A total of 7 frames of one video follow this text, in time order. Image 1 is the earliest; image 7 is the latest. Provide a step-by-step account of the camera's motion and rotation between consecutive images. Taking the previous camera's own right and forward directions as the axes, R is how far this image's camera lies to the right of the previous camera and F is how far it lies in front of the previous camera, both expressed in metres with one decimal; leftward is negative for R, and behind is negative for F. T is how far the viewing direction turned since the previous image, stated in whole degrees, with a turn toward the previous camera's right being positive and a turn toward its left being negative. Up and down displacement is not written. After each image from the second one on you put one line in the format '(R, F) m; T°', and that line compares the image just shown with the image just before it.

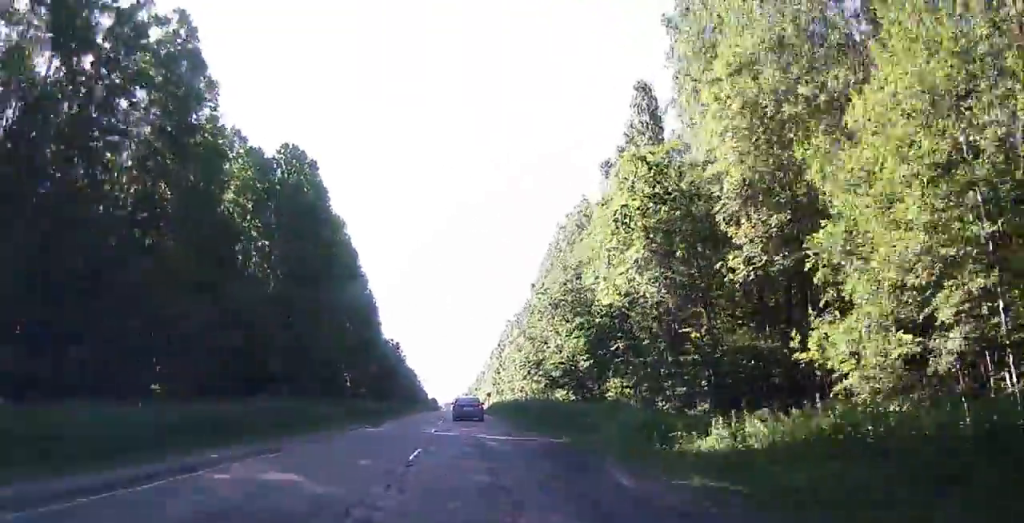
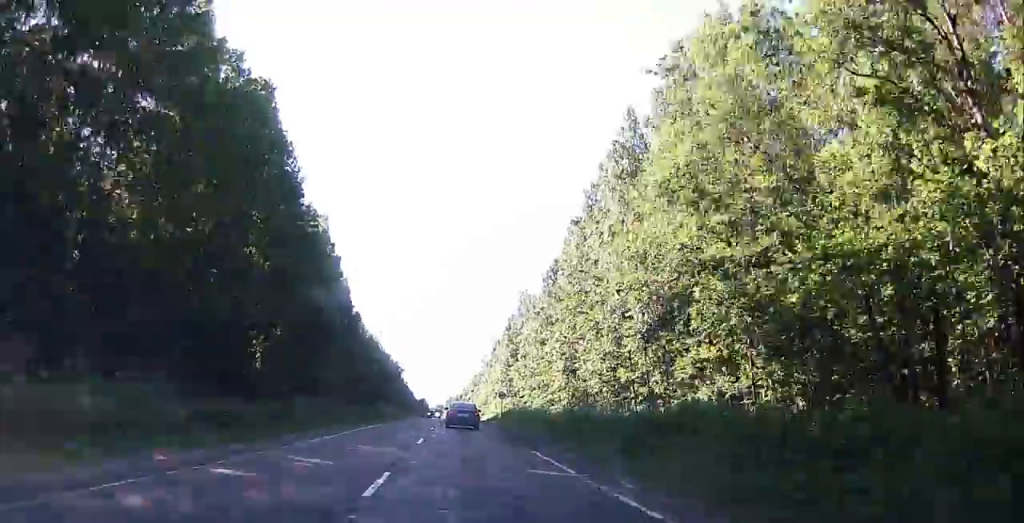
(-0.5, +41.1) m; -1°
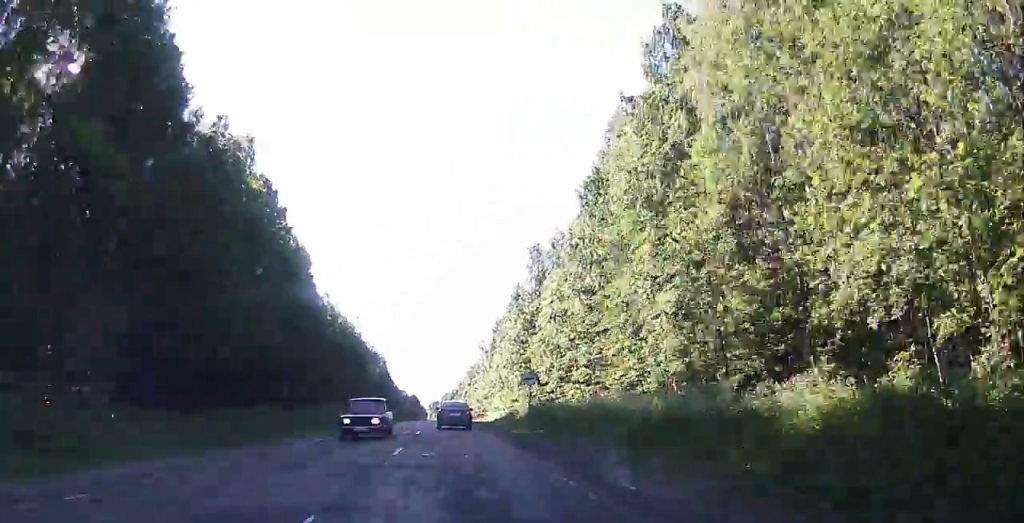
(0.0, +30.8) m; 0°
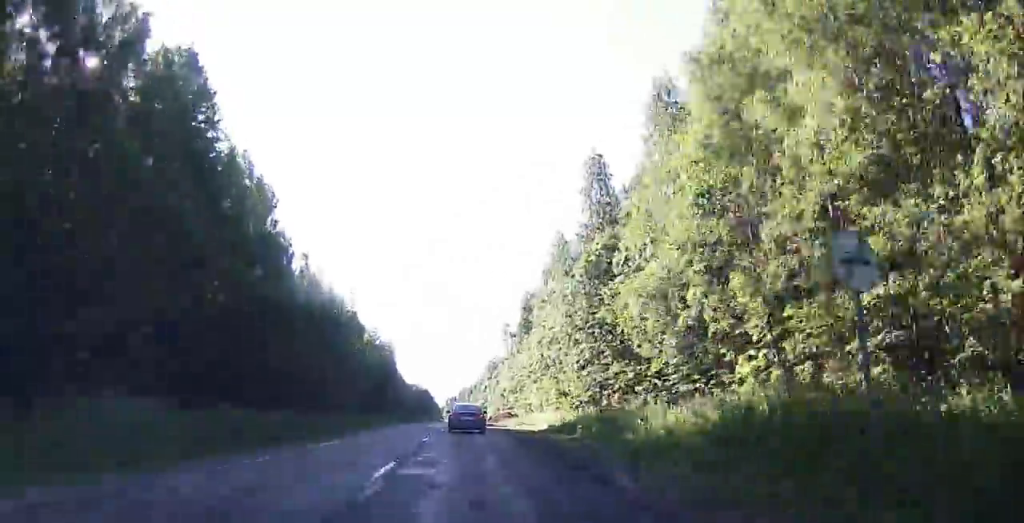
(+0.1, +30.3) m; 0°
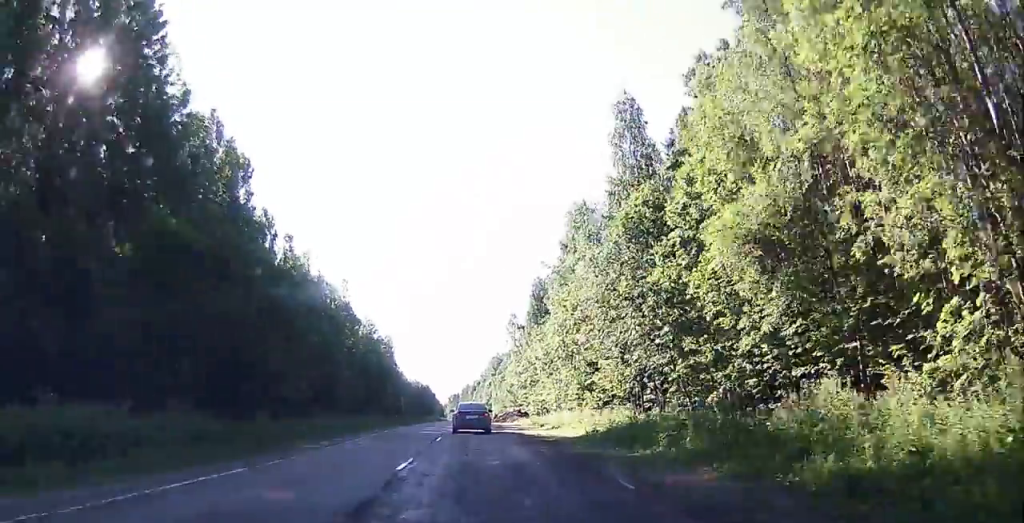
(0.0, +10.6) m; 0°
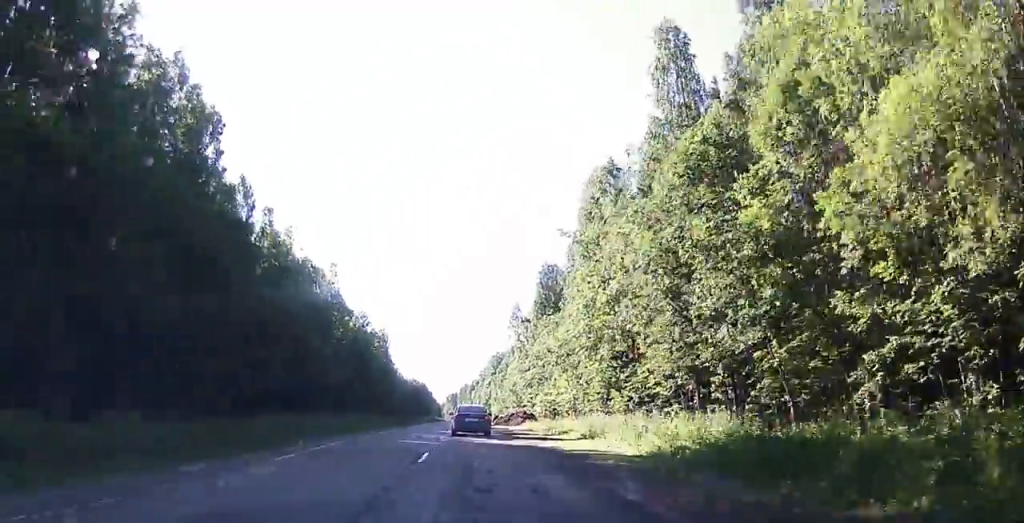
(0.0, +9.8) m; 0°
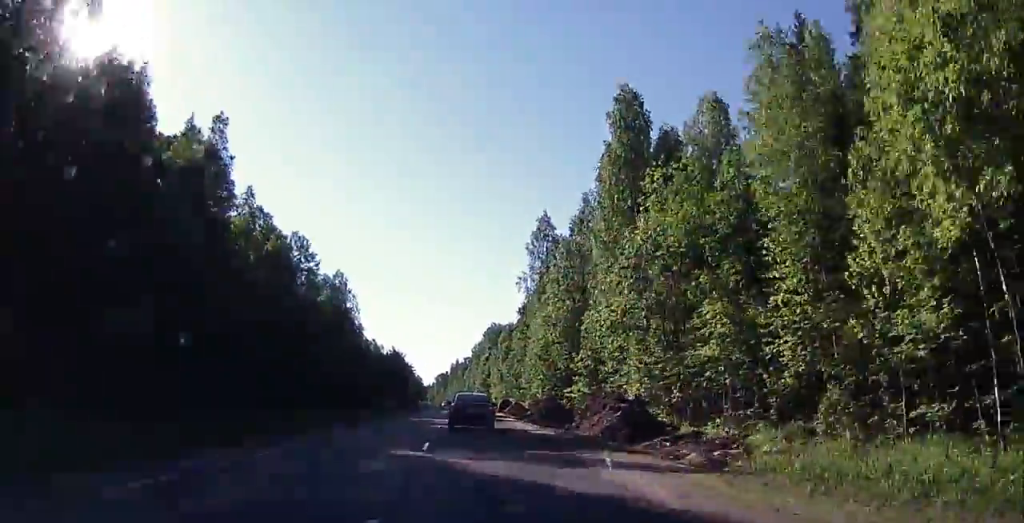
(+0.9, +48.0) m; +1°
